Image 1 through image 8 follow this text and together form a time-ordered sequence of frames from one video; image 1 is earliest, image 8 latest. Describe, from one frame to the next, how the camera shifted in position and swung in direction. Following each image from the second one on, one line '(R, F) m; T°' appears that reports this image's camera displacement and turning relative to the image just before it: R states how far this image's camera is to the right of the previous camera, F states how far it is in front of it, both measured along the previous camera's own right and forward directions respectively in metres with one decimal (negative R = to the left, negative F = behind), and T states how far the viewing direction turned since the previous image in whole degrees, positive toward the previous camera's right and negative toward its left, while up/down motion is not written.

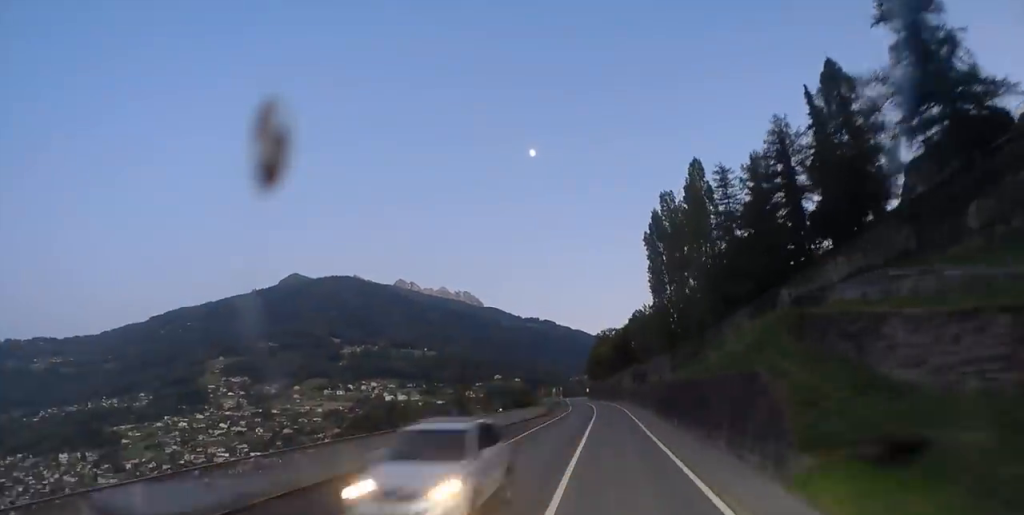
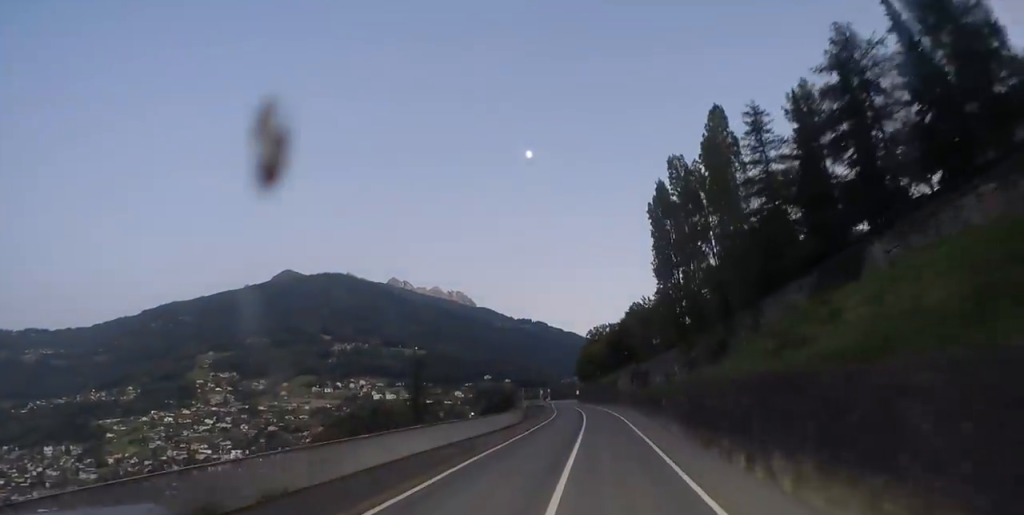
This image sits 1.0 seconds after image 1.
(+0.5, +16.3) m; +2°
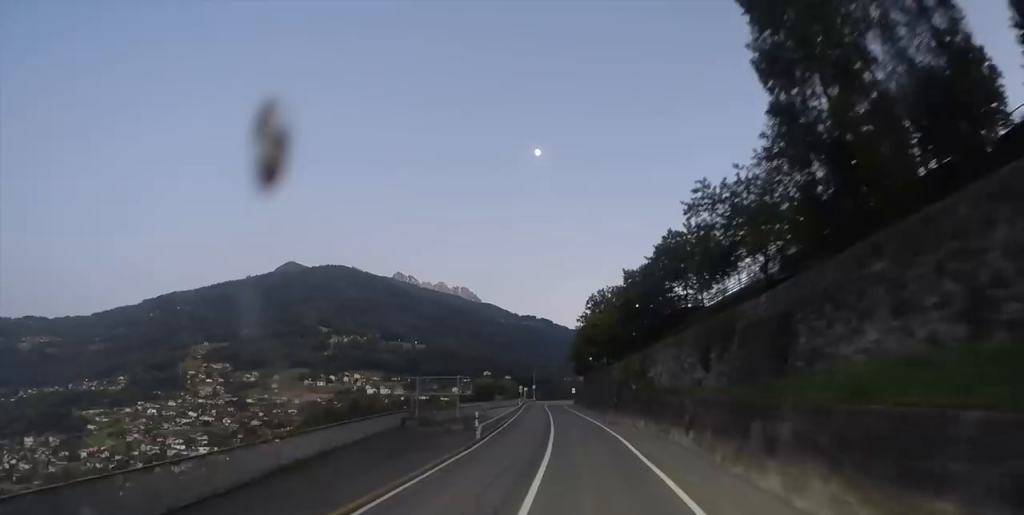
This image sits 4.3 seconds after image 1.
(+0.9, +52.1) m; 0°
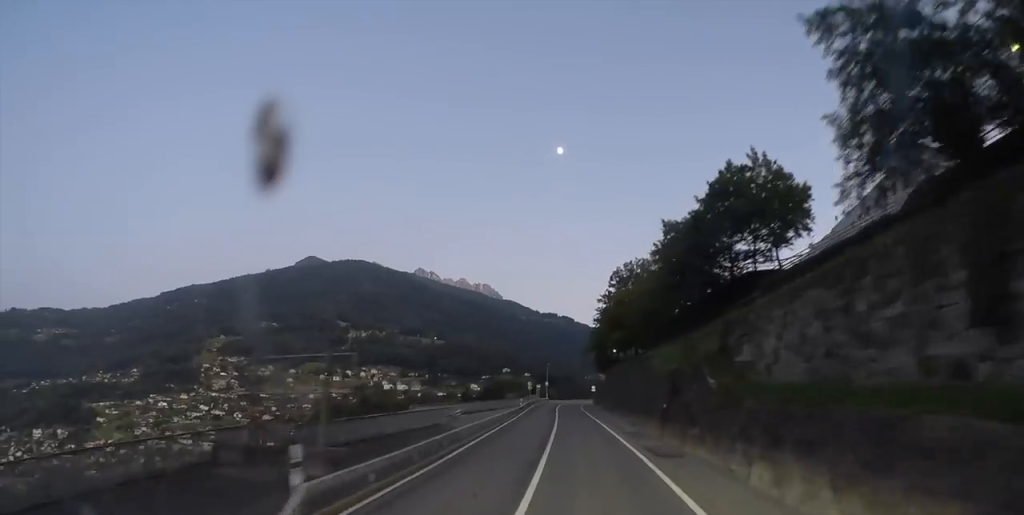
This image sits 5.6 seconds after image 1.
(-0.2, +19.2) m; -2°
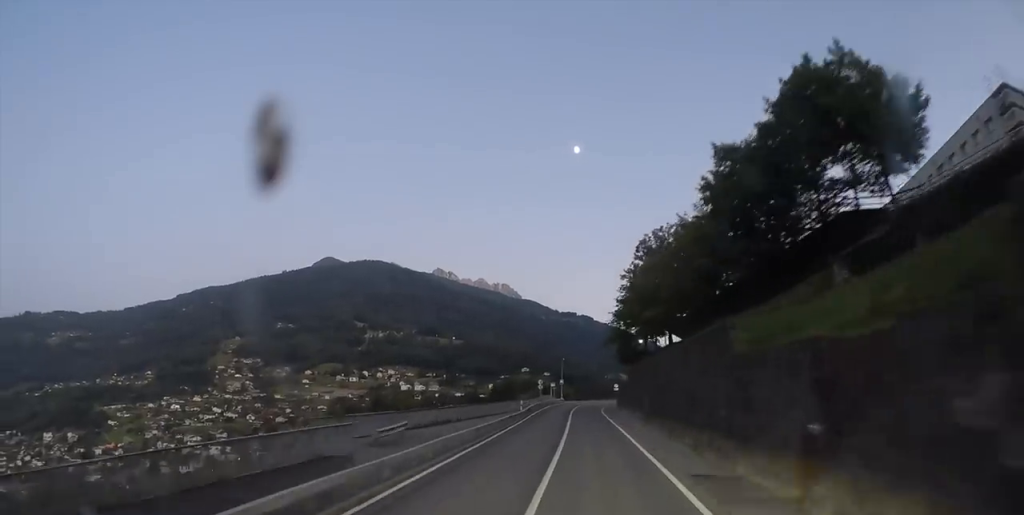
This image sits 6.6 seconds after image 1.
(-0.2, +14.9) m; -1°
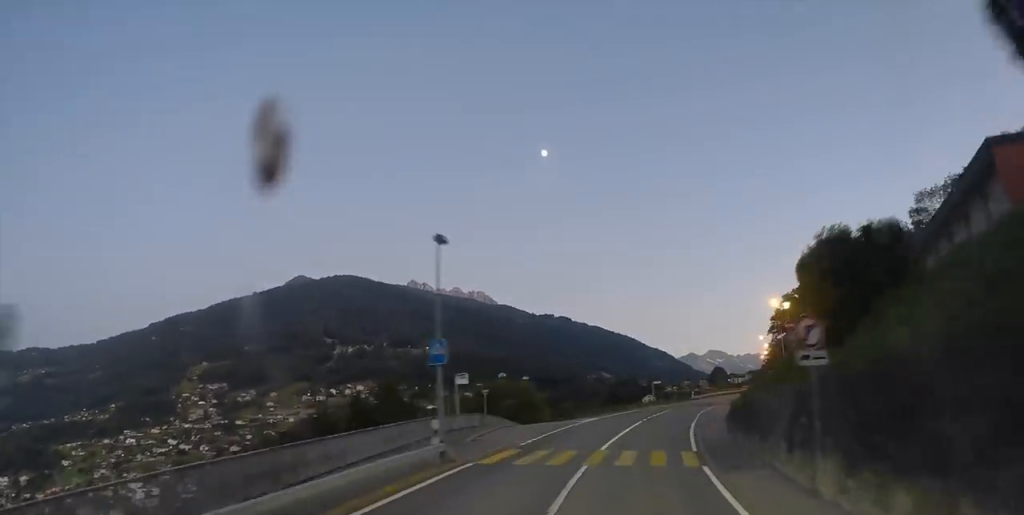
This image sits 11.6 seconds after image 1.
(-1.6, +76.7) m; +3°
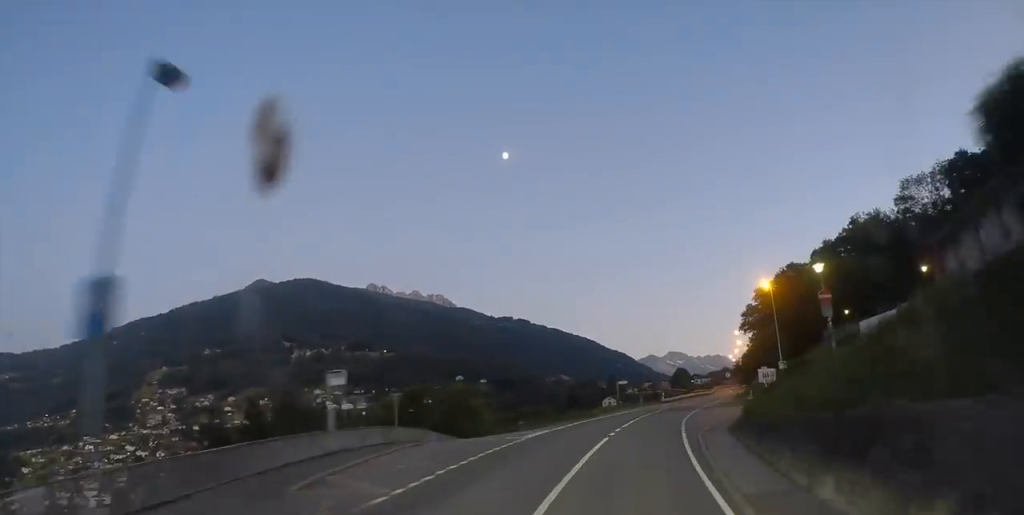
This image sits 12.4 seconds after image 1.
(+0.8, +11.4) m; +3°
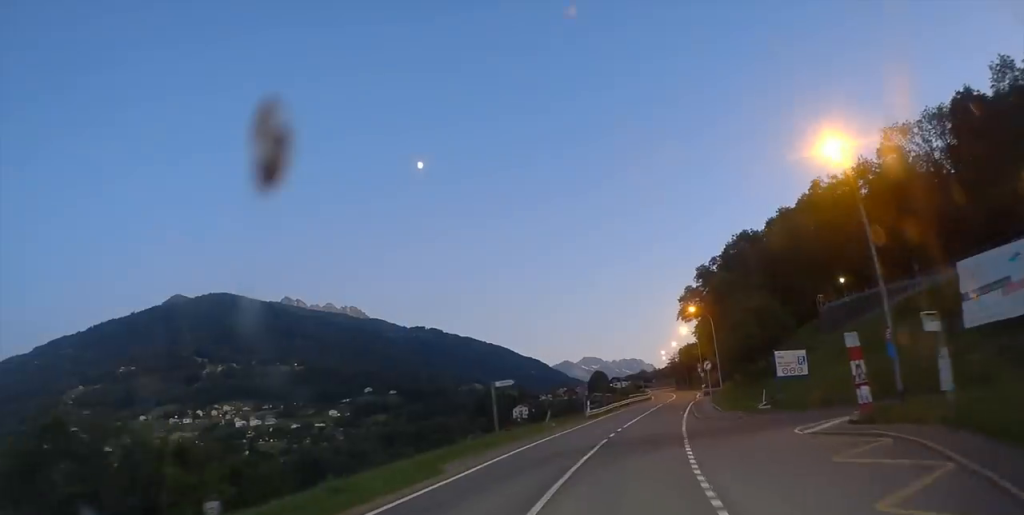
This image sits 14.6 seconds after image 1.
(+2.1, +31.9) m; +7°
